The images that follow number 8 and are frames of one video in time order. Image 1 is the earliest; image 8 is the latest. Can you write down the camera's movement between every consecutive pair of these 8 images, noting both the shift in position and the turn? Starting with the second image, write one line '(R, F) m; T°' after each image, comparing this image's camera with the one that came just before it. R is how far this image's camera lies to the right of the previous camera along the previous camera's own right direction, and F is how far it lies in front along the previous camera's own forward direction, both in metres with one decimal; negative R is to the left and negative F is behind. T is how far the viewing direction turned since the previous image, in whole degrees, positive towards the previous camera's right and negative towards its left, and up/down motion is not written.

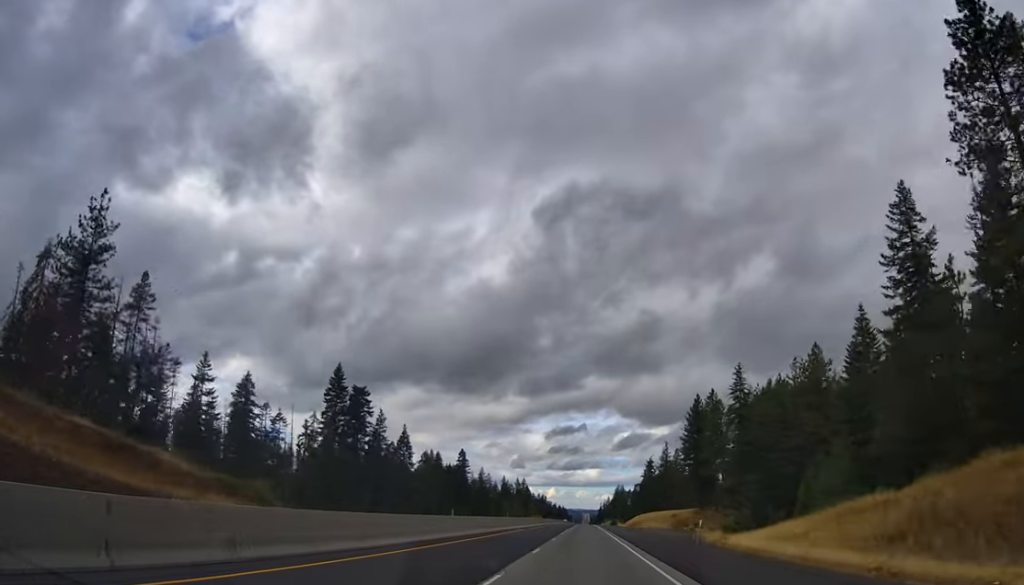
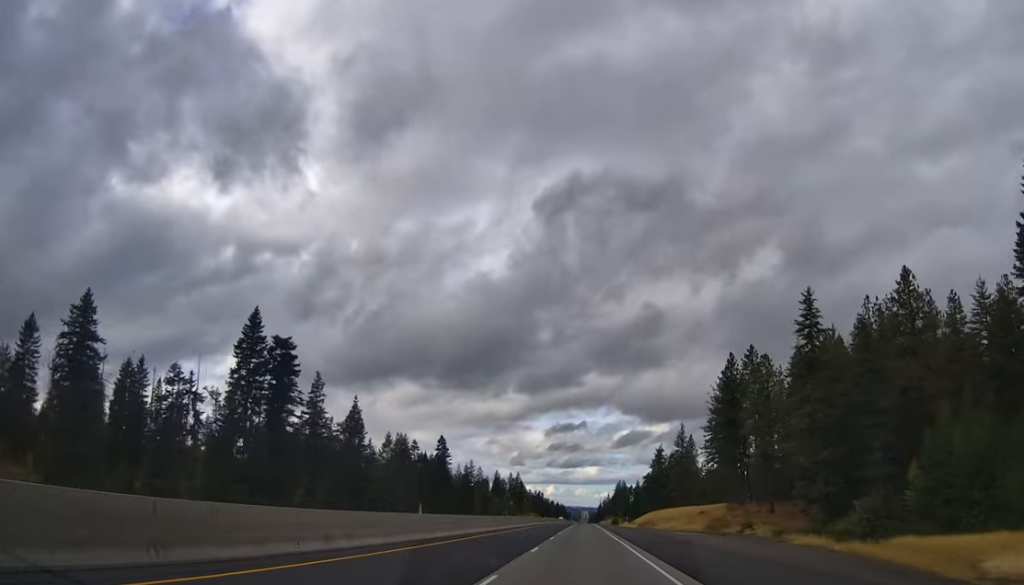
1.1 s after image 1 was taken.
(0.0, +37.4) m; 0°
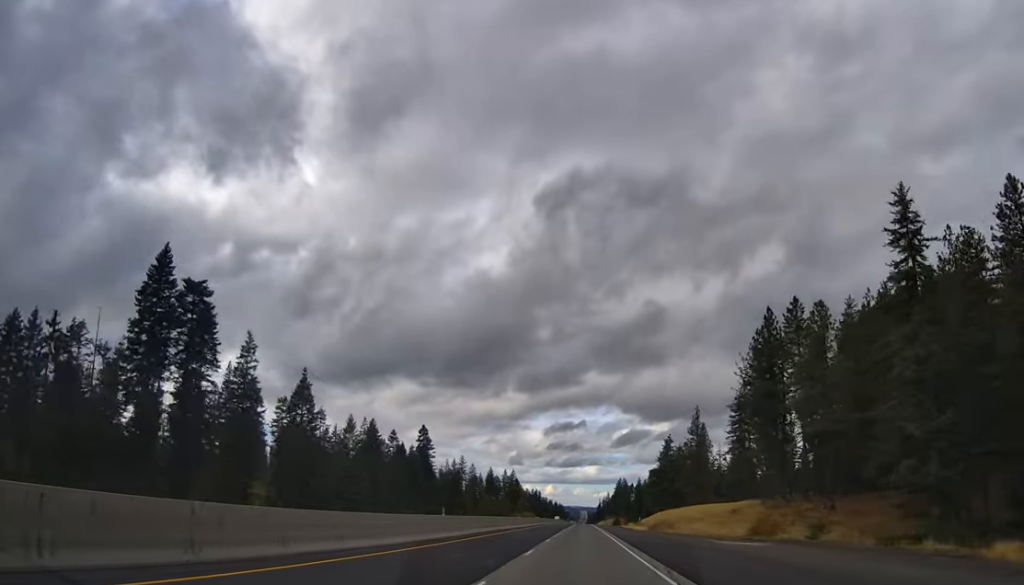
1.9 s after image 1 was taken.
(-0.1, +26.0) m; +1°
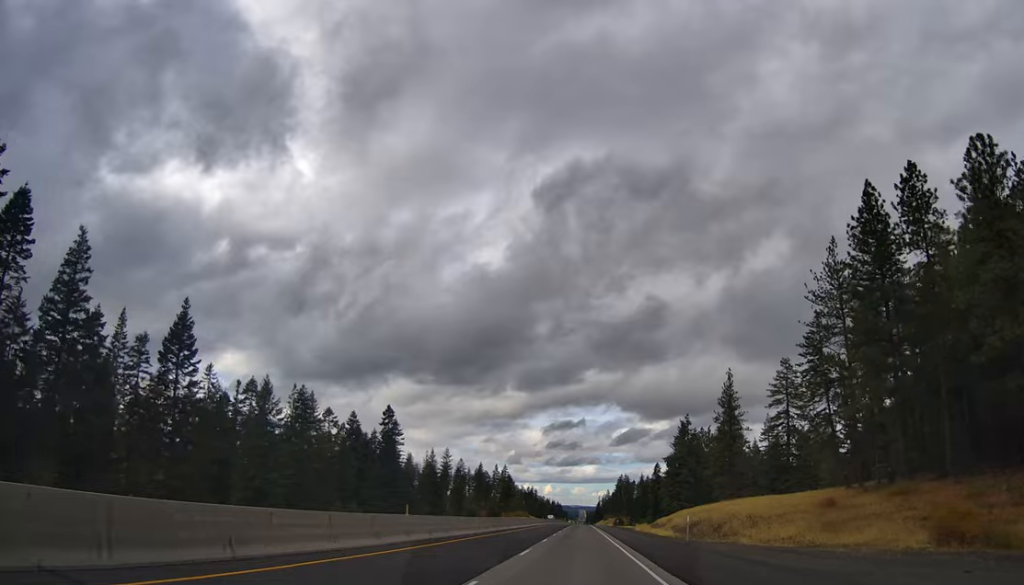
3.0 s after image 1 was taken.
(+0.6, +37.0) m; 0°
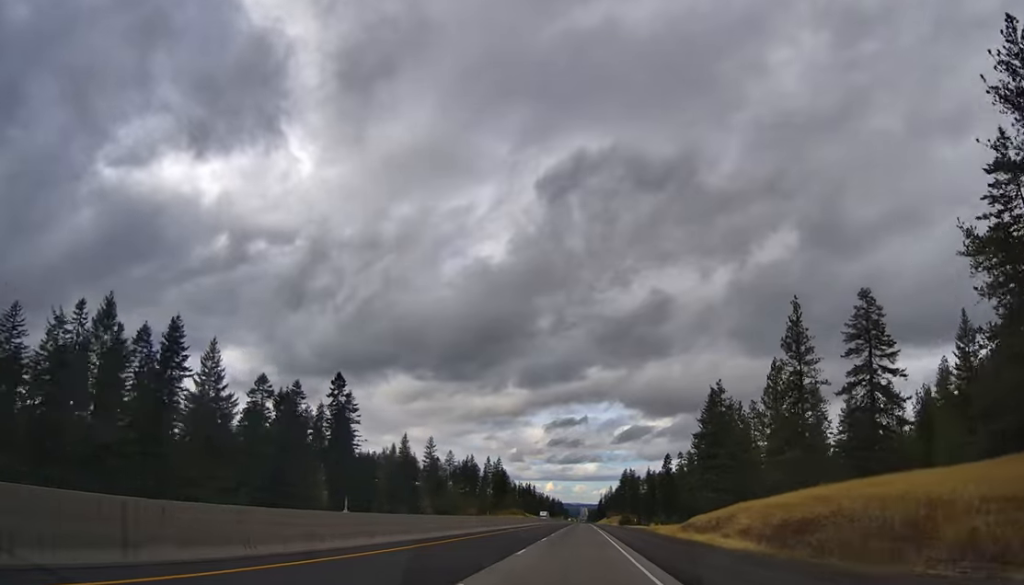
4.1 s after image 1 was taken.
(-0.4, +37.8) m; -1°
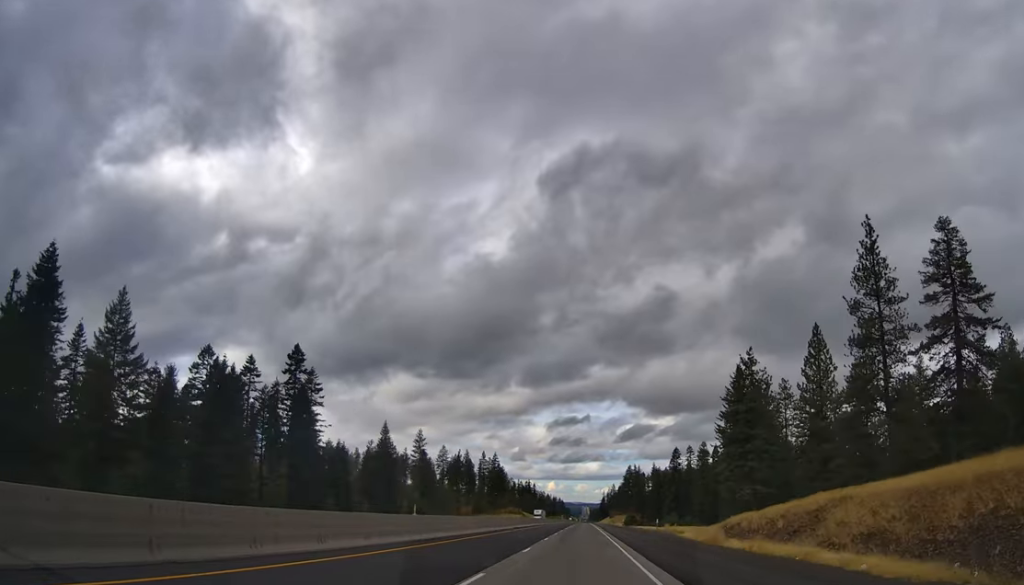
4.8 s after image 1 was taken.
(-0.1, +22.2) m; 0°
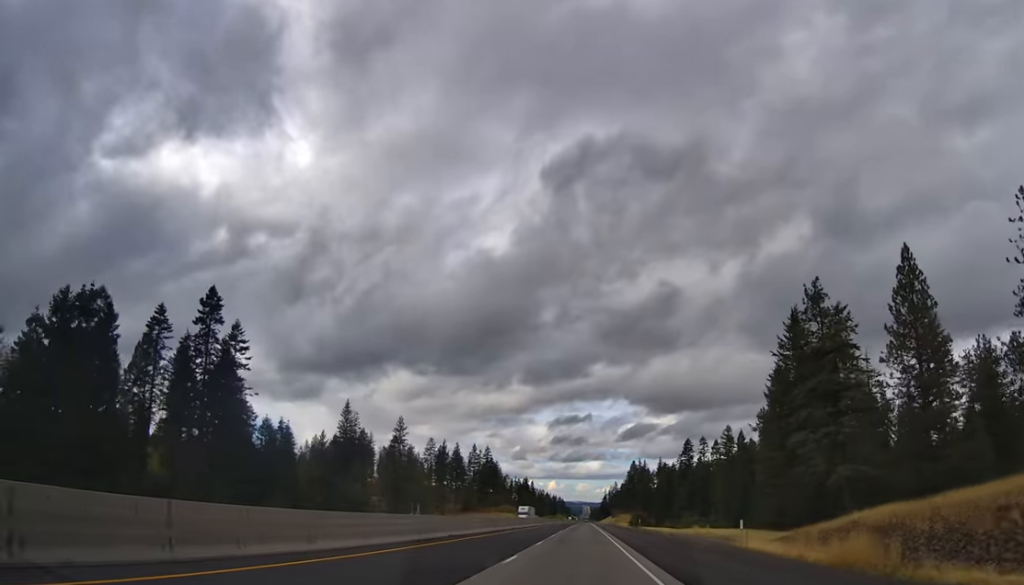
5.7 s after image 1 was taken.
(0.0, +30.1) m; 0°
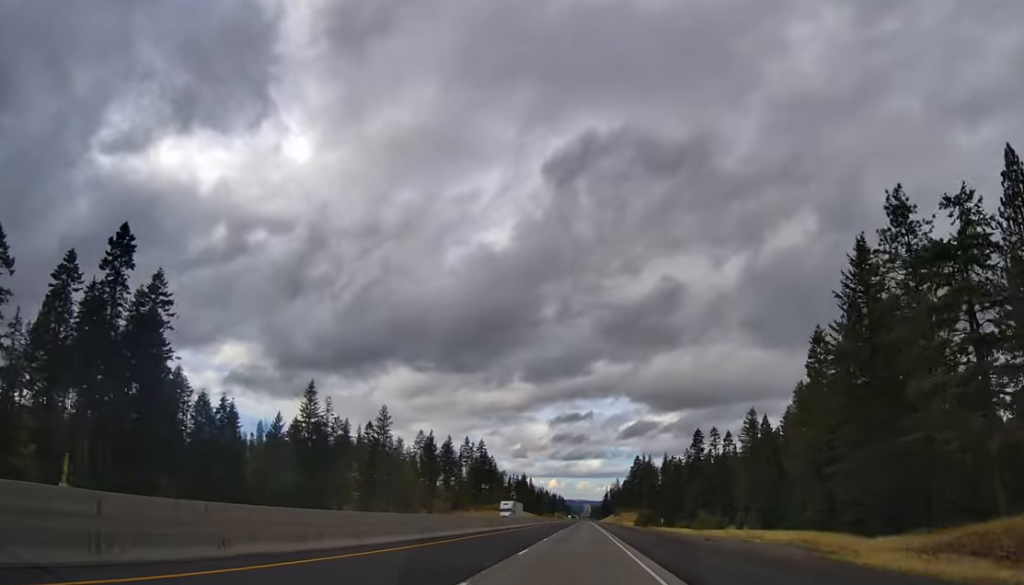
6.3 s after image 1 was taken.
(+0.2, +21.2) m; 0°
